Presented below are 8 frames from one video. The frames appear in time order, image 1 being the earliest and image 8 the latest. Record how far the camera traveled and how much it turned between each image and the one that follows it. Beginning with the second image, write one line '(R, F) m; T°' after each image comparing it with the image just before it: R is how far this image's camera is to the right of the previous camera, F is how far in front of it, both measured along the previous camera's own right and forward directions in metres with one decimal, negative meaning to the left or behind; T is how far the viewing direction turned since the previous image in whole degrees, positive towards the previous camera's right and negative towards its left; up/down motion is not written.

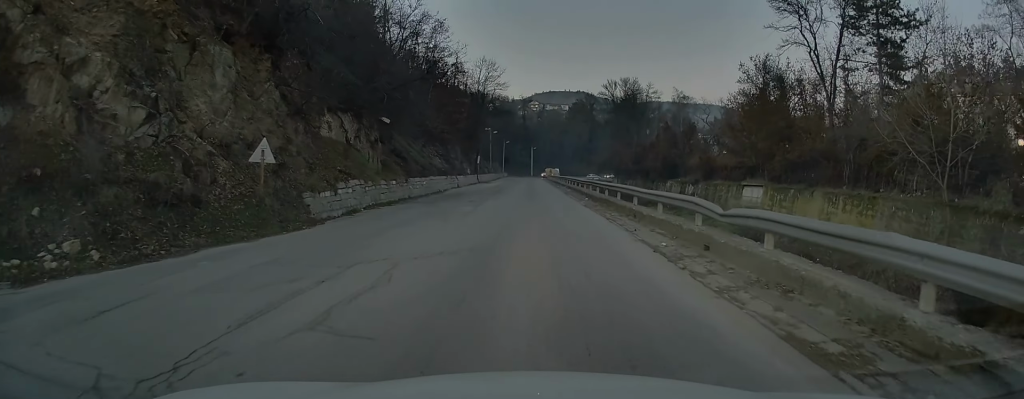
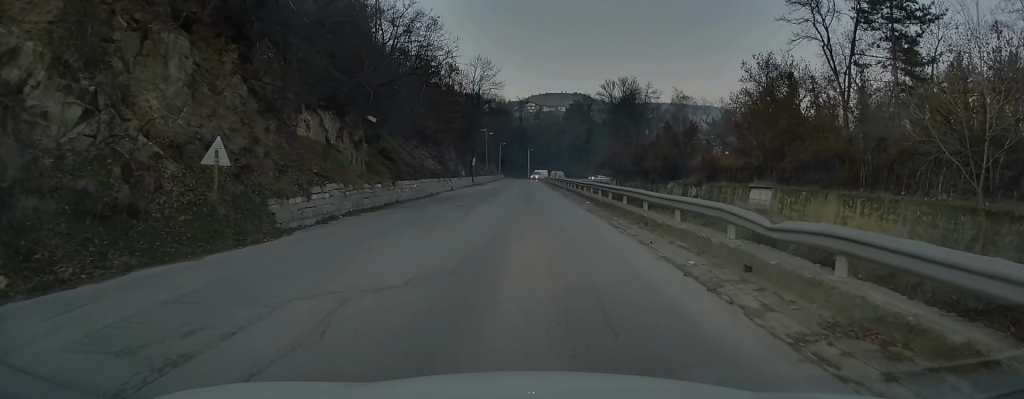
(0.0, +2.2) m; +1°
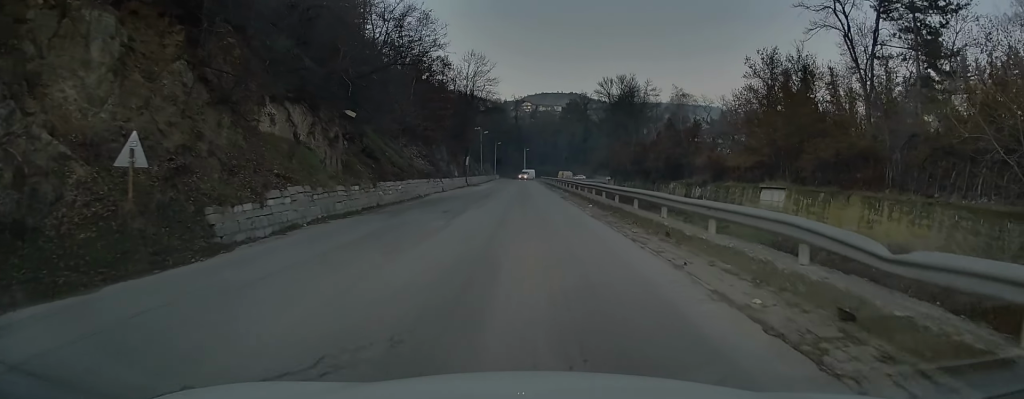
(0.0, +3.1) m; 0°
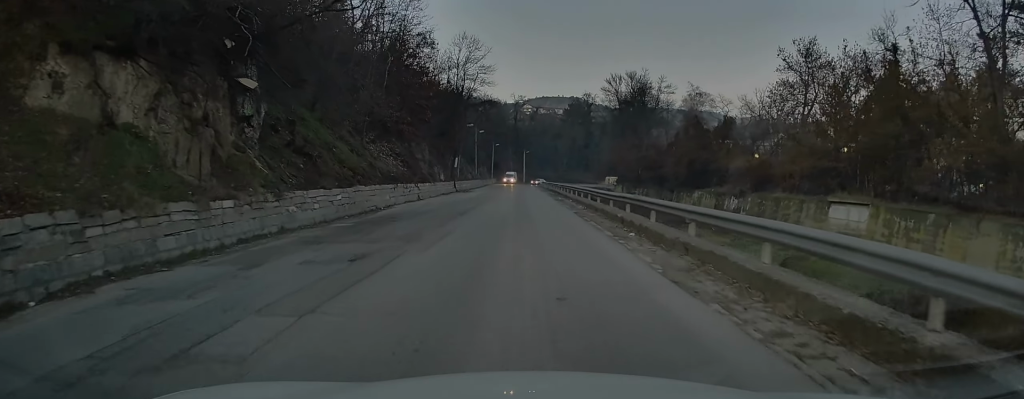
(-0.2, +11.2) m; -2°
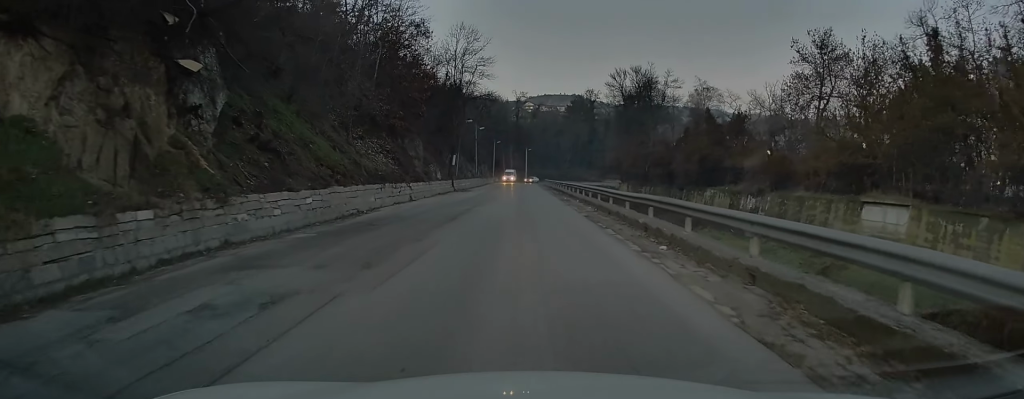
(0.0, +3.7) m; 0°
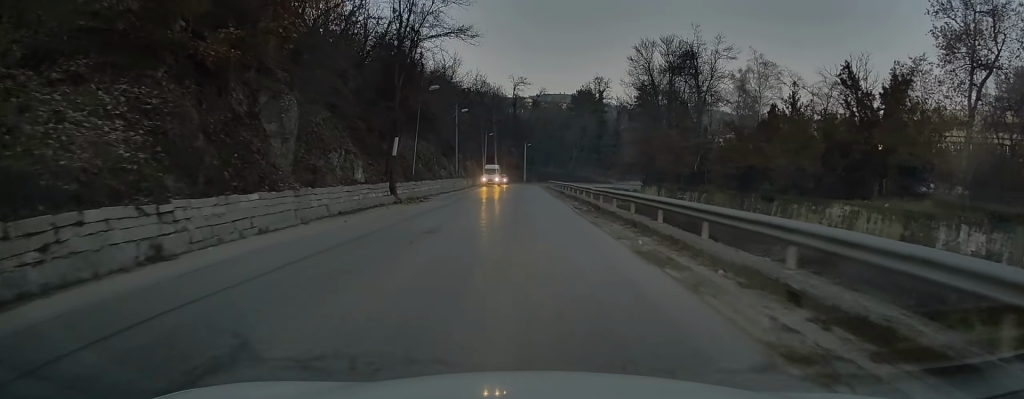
(+0.6, +26.6) m; +2°
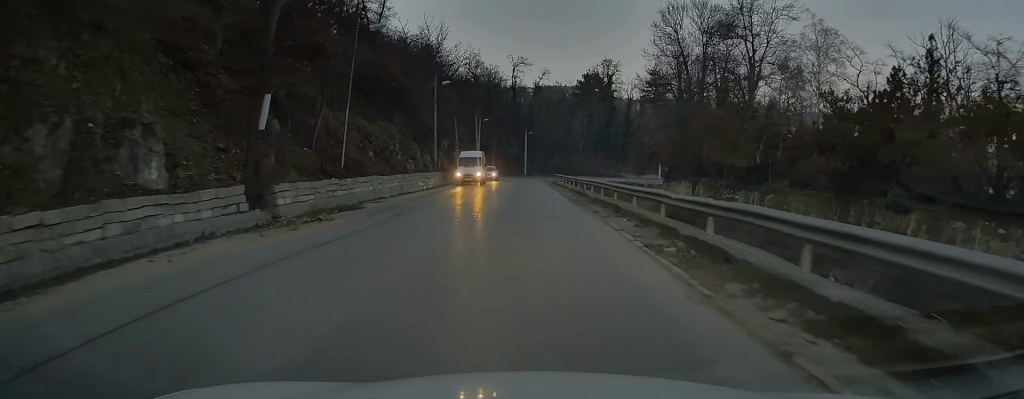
(-0.2, +15.5) m; -1°
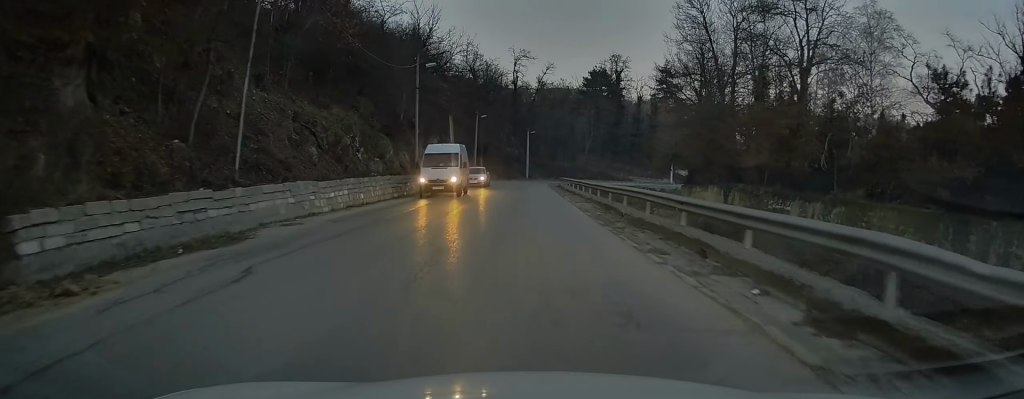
(0.0, +9.4) m; 0°
